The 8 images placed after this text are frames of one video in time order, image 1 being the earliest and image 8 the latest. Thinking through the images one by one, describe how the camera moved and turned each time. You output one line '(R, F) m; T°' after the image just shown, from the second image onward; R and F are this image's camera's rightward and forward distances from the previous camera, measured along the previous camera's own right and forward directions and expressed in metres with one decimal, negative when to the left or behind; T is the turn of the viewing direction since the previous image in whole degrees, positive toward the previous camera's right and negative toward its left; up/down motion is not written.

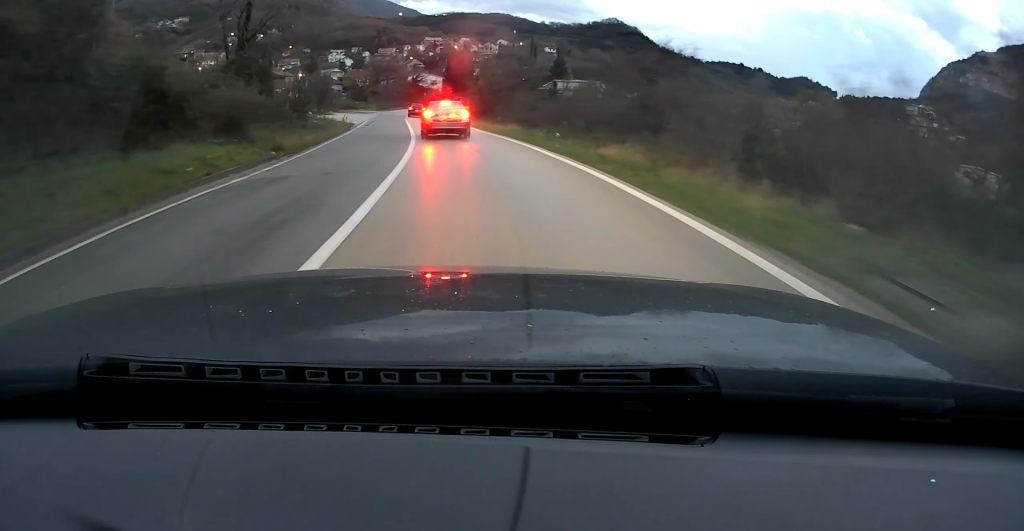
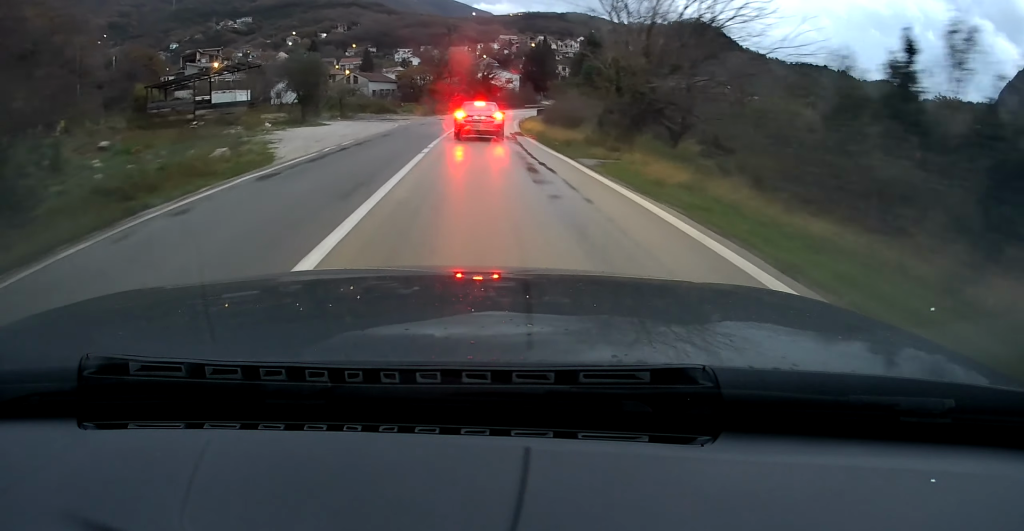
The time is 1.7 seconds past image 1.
(-1.5, +30.8) m; -4°
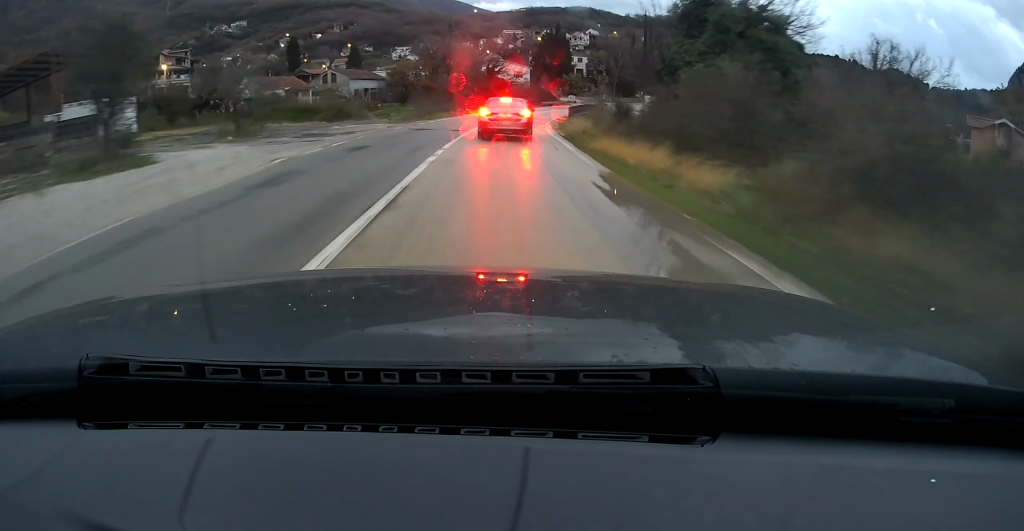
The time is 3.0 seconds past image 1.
(-0.8, +22.7) m; -1°
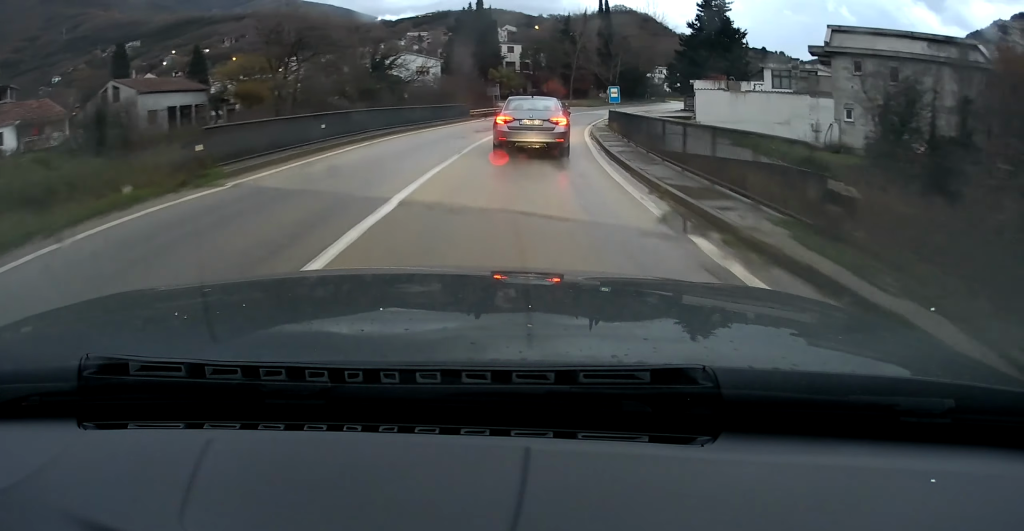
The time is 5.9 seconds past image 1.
(+3.3, +44.9) m; +10°
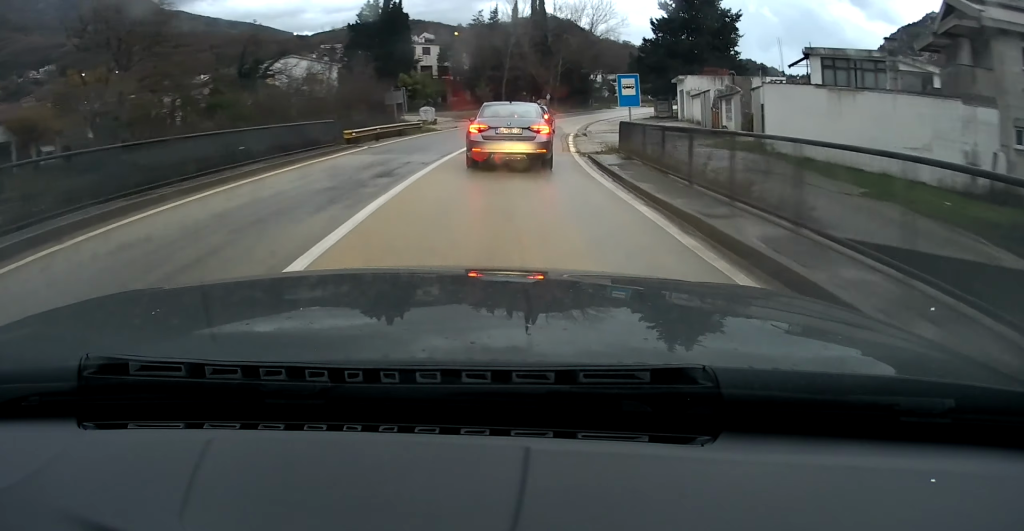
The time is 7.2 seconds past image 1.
(+0.8, +19.4) m; +6°
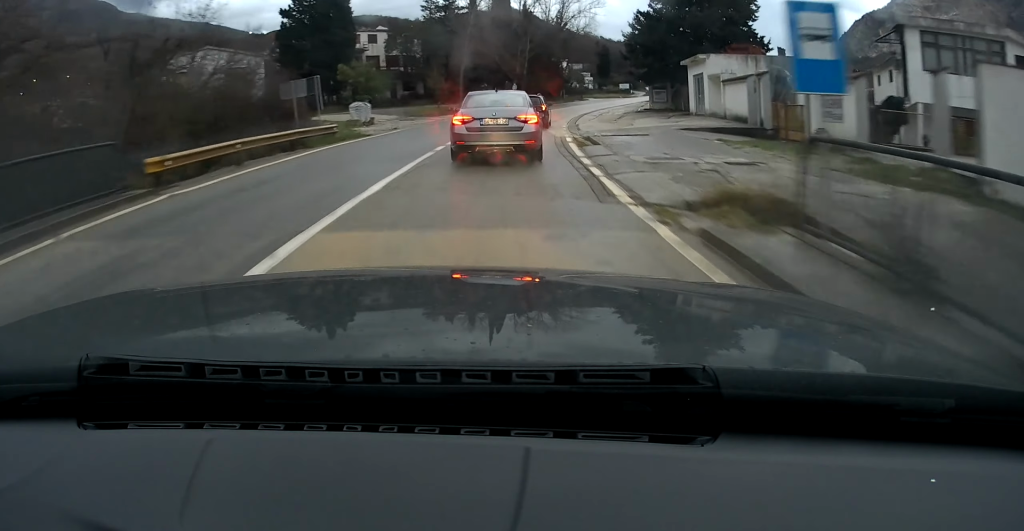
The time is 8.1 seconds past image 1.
(+0.8, +11.7) m; +3°
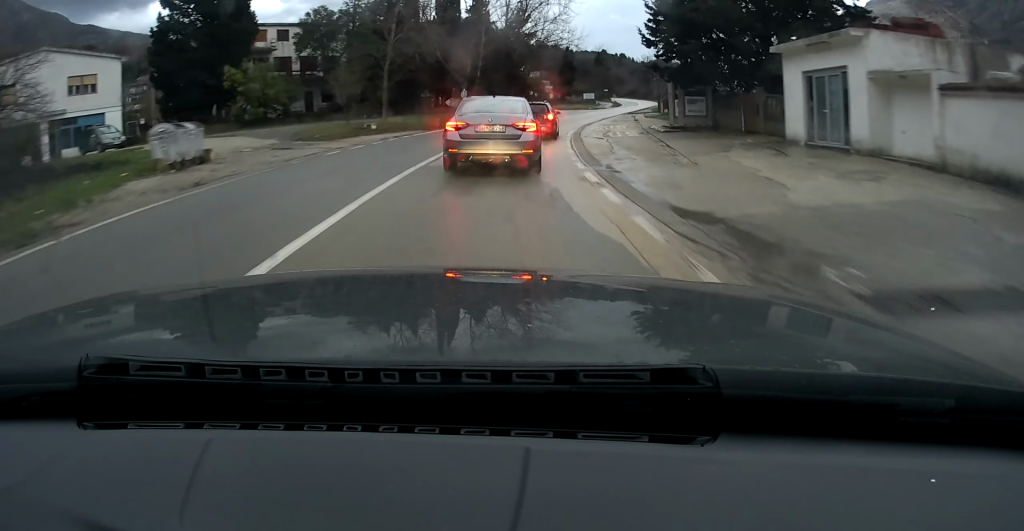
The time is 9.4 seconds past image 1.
(+0.8, +17.8) m; +5°
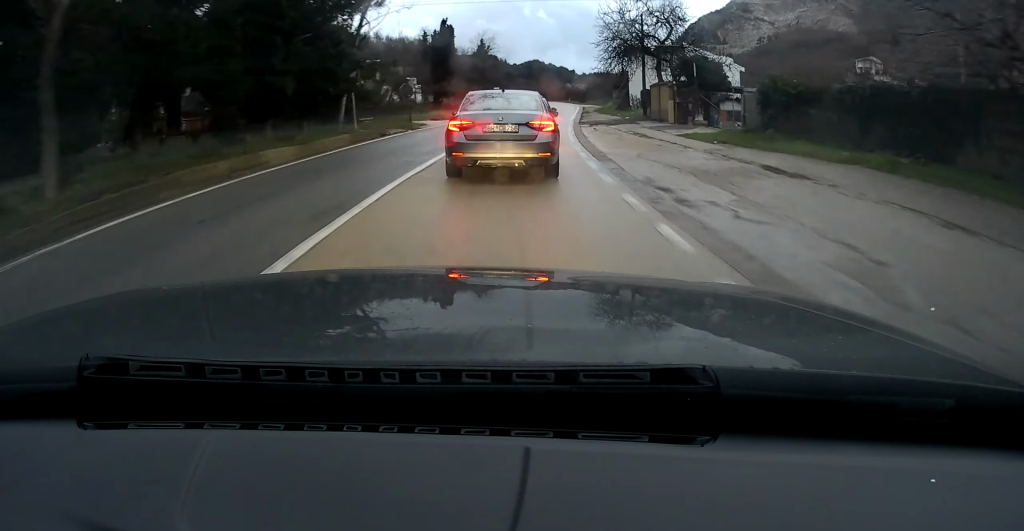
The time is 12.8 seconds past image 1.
(+3.1, +39.5) m; +9°
